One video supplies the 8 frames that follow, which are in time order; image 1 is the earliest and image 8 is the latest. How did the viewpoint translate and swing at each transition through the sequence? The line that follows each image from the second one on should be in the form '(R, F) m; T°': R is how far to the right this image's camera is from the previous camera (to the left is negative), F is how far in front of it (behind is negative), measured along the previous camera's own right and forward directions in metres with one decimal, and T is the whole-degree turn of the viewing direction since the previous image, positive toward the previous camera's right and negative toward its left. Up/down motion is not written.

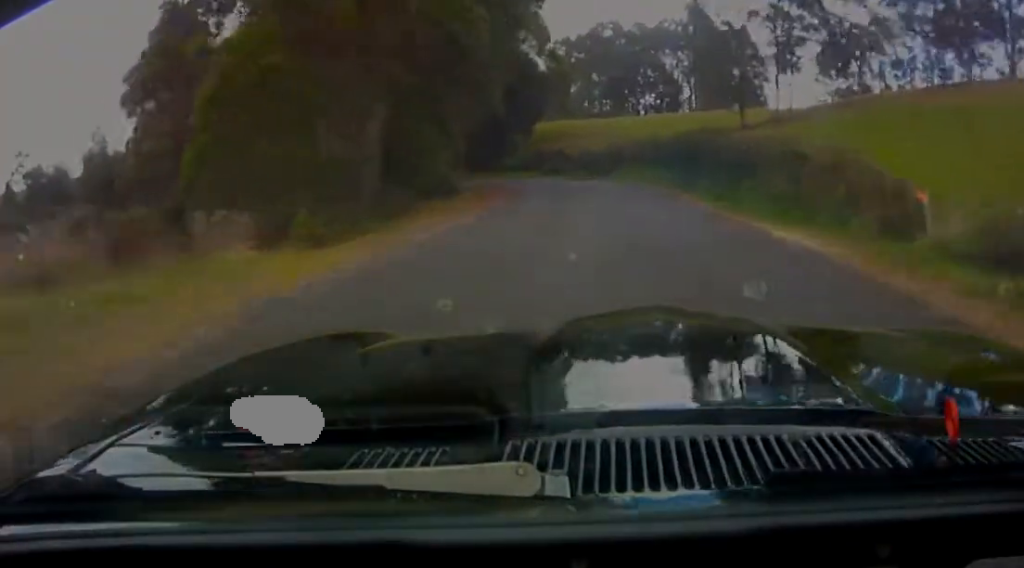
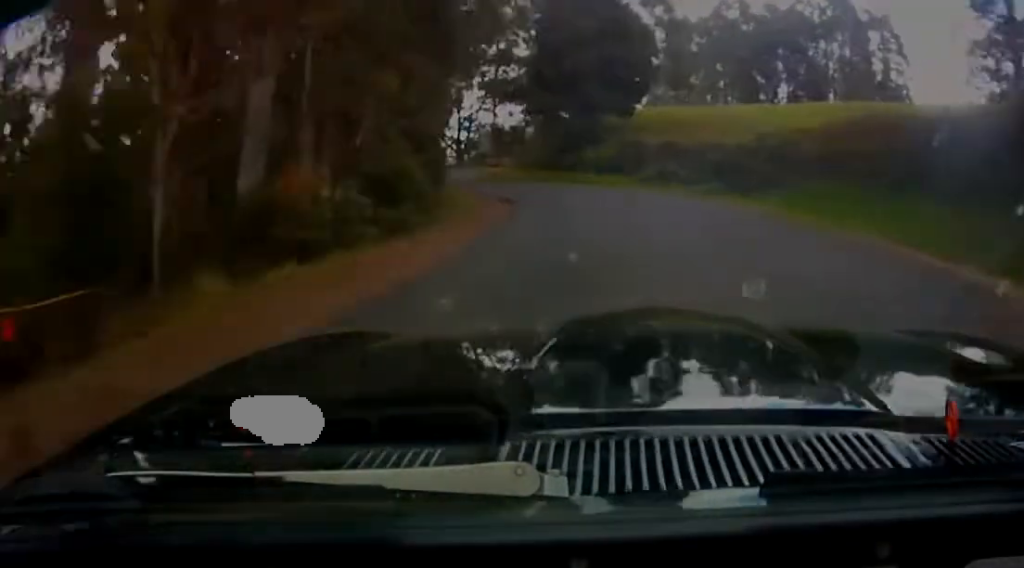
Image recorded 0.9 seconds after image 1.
(-1.7, +25.8) m; -9°
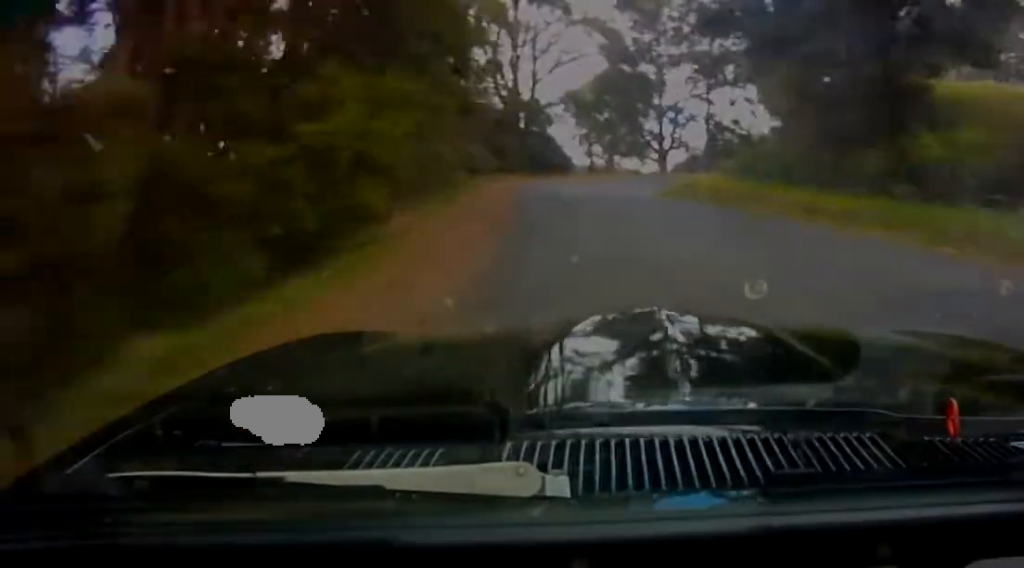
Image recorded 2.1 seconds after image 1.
(-2.9, +29.0) m; -7°
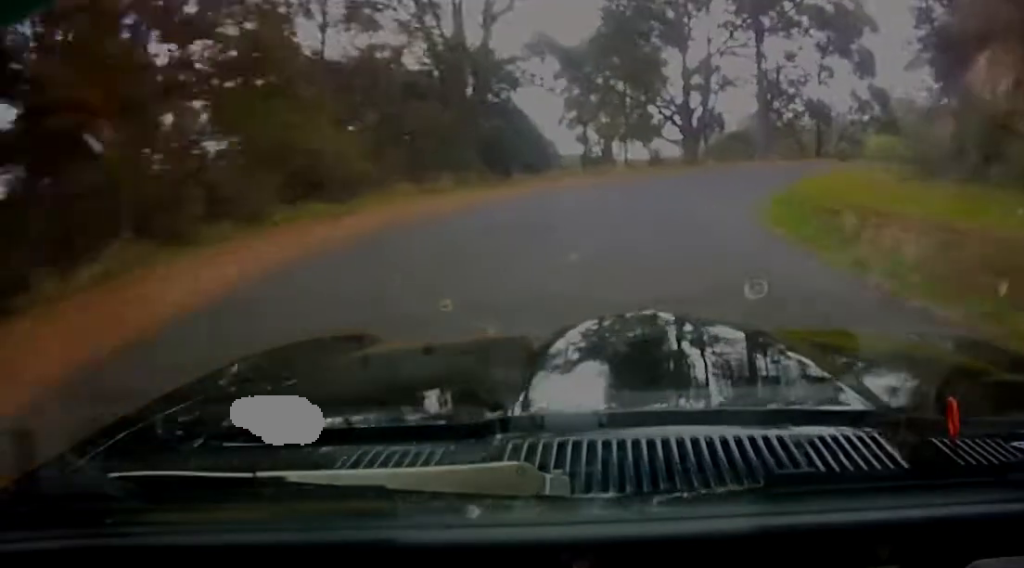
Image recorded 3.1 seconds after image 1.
(-0.3, +25.0) m; +2°
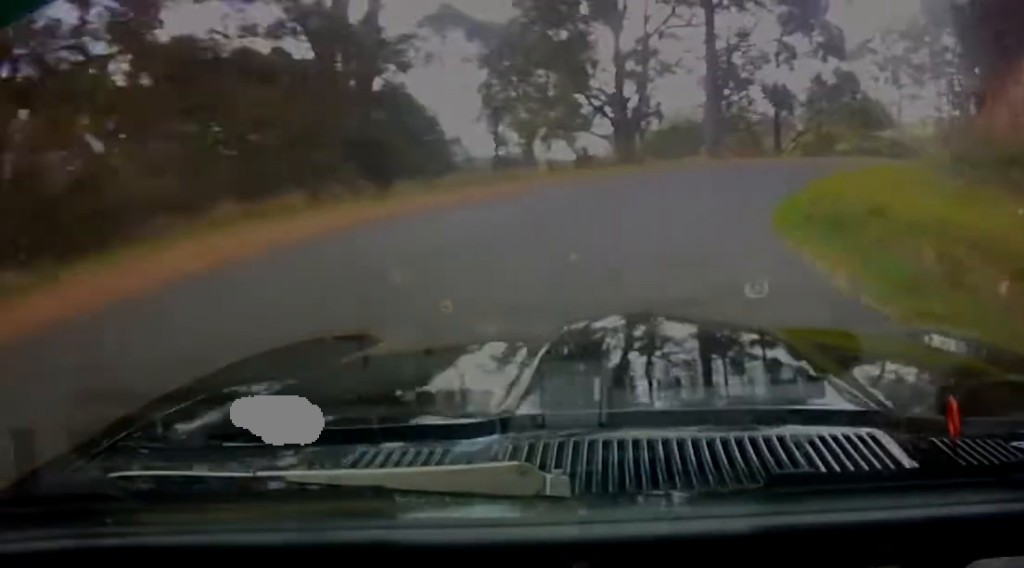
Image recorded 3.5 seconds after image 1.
(-0.1, +8.1) m; +3°
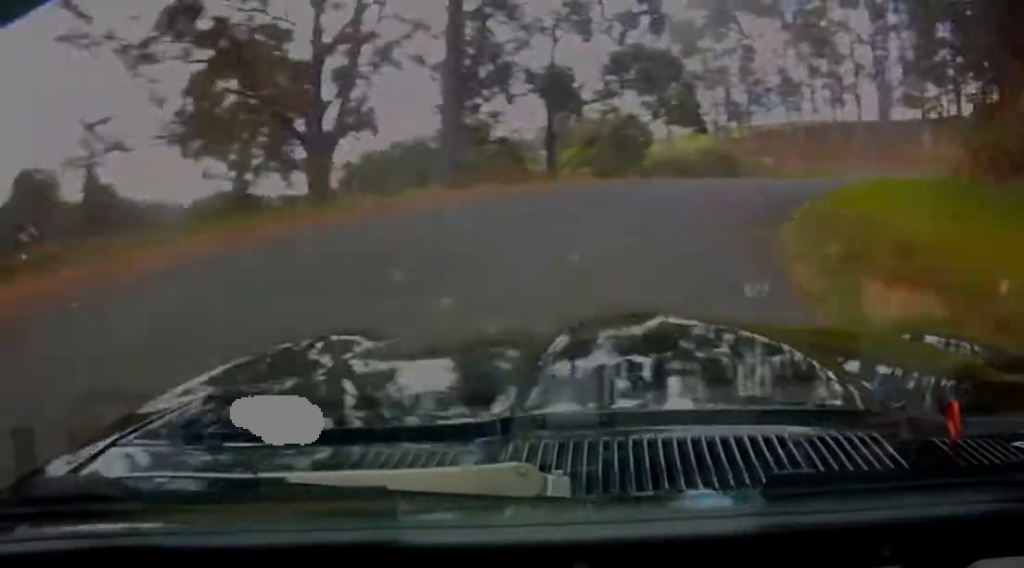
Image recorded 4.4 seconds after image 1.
(+1.0, +16.0) m; +10°
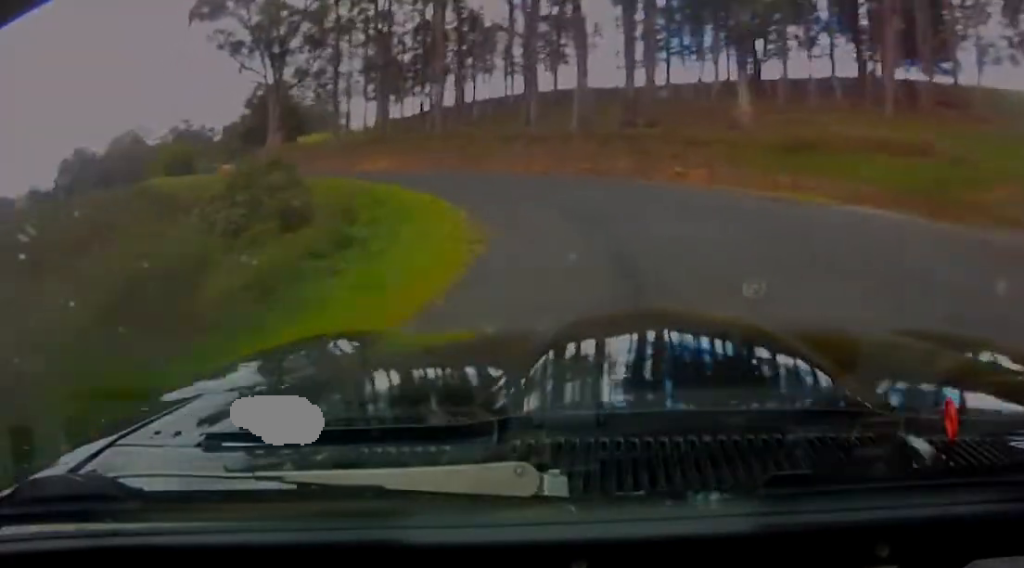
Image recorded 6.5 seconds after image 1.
(+9.0, +39.7) m; +9°
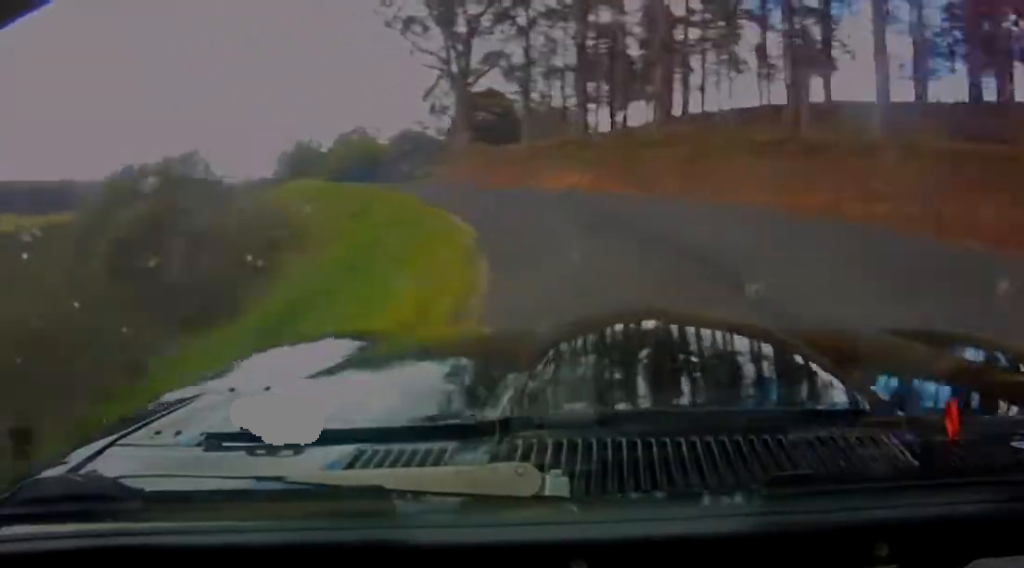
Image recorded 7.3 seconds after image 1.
(-1.4, +14.6) m; -9°
